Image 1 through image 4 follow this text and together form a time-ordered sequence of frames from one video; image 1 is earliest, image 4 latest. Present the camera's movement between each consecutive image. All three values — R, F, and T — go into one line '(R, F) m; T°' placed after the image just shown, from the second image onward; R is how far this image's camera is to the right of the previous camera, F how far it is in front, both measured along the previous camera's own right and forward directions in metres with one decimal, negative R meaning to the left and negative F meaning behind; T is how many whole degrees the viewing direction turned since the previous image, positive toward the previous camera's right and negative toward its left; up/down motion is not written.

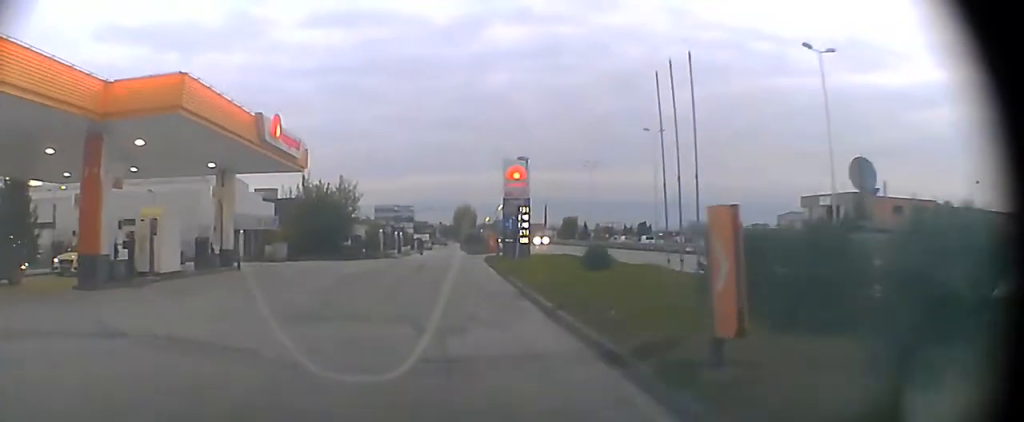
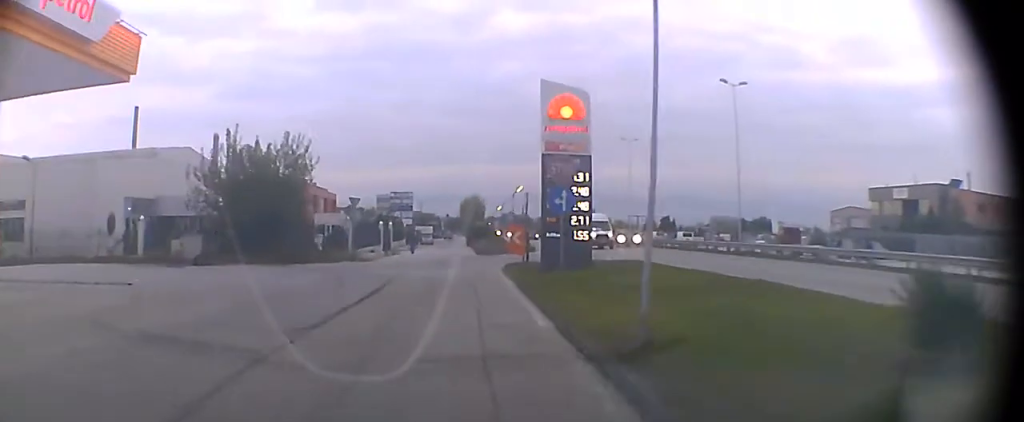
(-0.3, +17.5) m; -2°
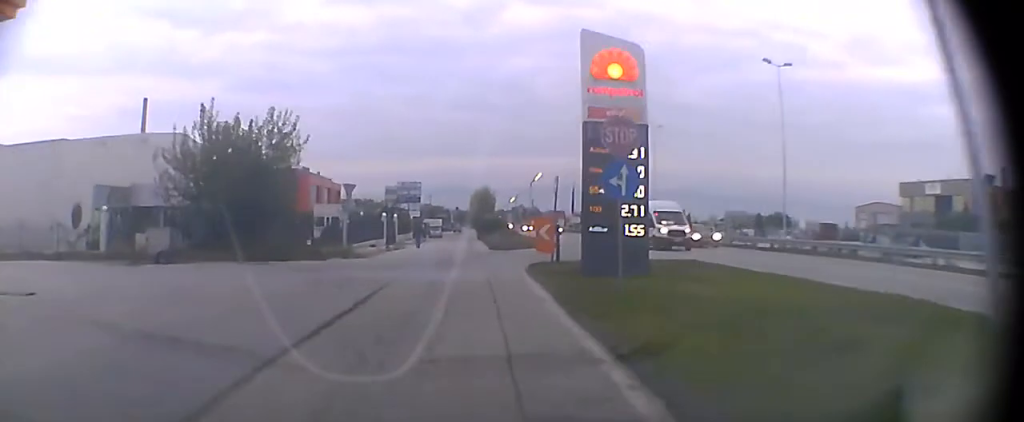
(0.0, +5.2) m; 0°
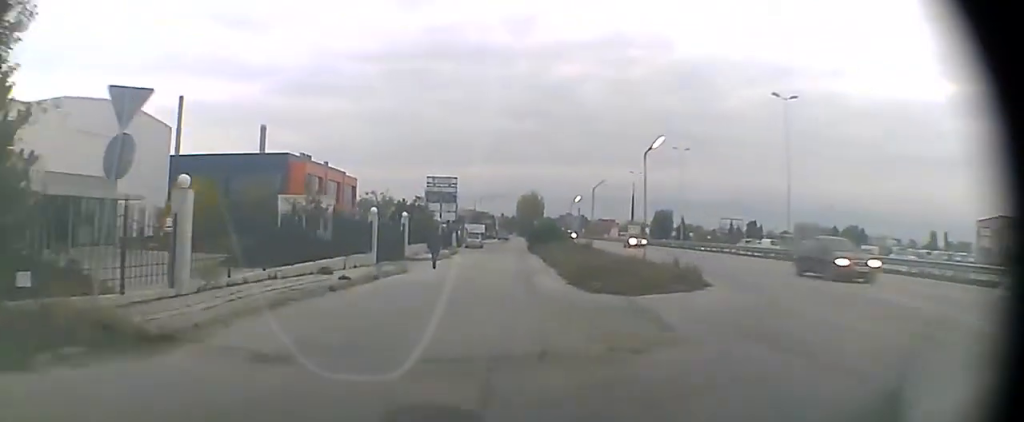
(0.0, +22.2) m; -2°
